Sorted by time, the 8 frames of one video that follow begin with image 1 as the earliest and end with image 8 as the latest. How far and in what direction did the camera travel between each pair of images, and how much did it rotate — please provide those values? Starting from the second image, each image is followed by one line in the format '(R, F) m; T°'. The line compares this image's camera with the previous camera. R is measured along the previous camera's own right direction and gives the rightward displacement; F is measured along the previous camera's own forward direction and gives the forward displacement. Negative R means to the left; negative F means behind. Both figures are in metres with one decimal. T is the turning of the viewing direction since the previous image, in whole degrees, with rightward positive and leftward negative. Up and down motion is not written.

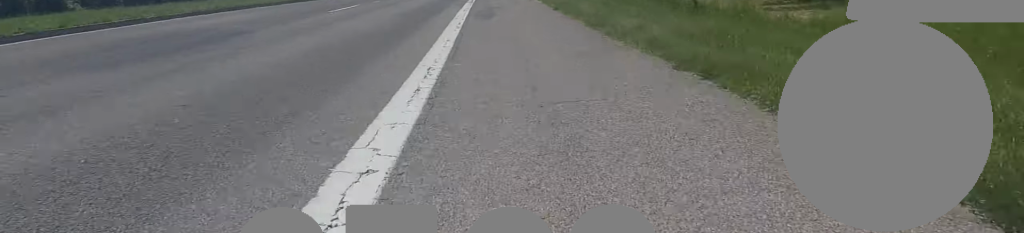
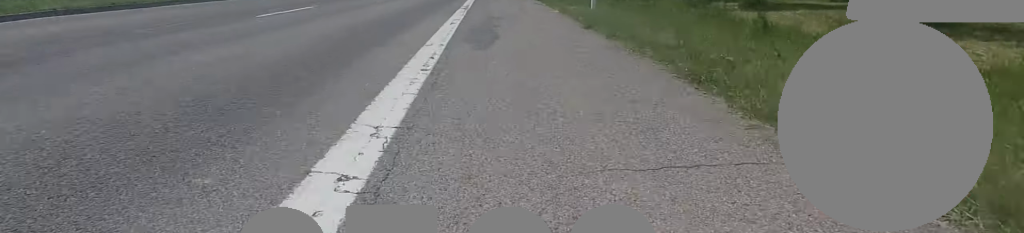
(+0.2, +4.3) m; -2°
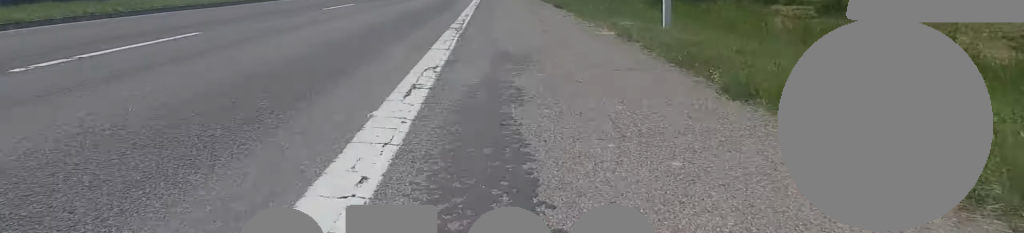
(-0.4, +5.2) m; -2°
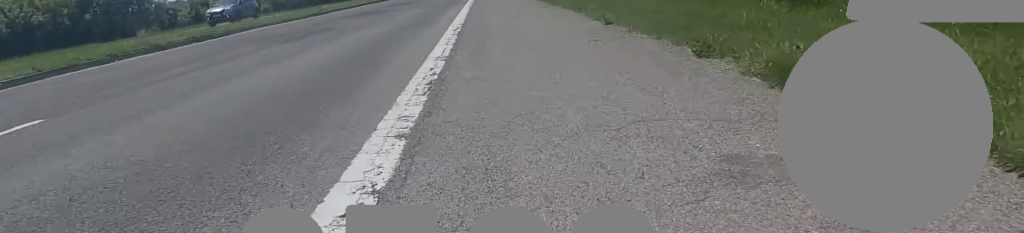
(-0.5, +11.4) m; 0°
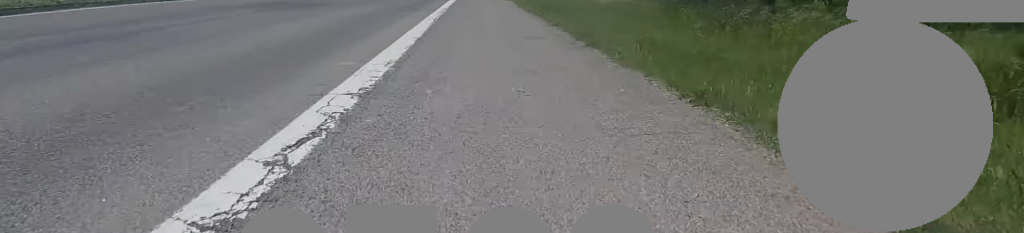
(0.0, +7.1) m; +2°
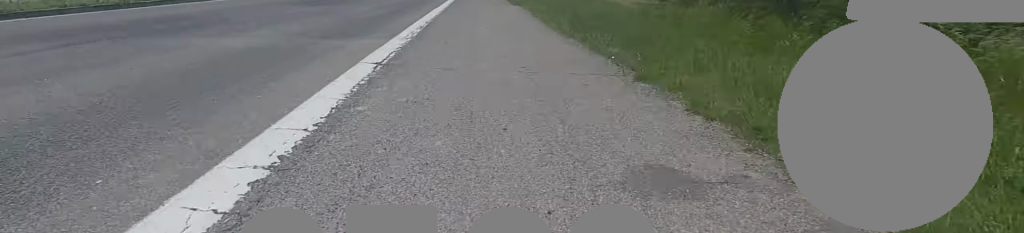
(+0.4, +5.8) m; 0°
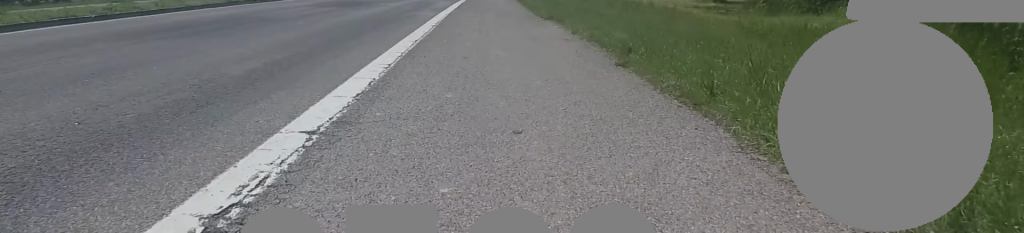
(-0.1, +7.0) m; 0°
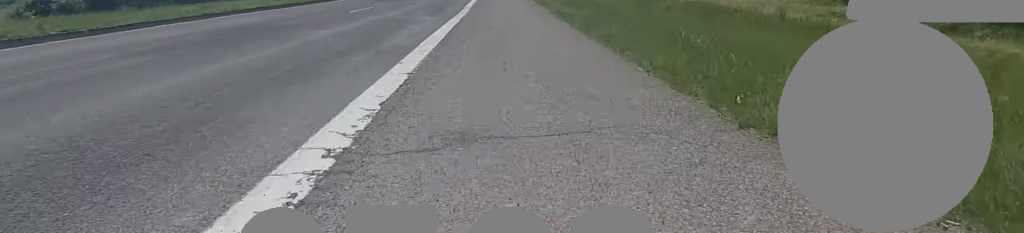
(-0.3, +9.0) m; 0°
